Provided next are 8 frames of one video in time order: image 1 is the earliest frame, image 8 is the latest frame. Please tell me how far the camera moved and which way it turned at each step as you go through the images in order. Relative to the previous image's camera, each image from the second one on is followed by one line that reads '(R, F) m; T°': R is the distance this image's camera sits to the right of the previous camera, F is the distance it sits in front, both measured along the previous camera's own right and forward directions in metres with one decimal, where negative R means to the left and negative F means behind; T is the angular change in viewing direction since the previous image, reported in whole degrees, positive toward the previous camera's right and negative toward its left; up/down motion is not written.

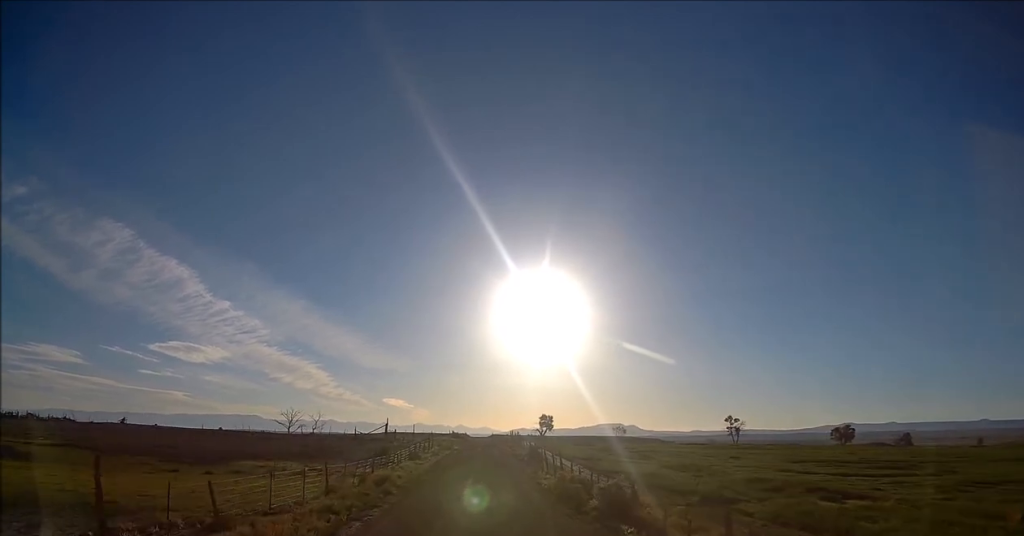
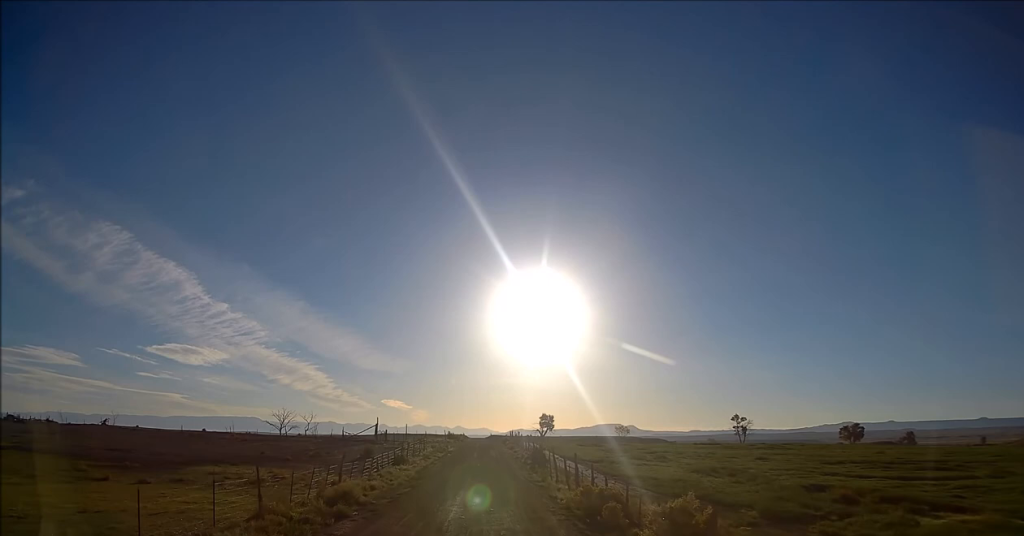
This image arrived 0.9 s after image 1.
(0.0, +7.4) m; -1°
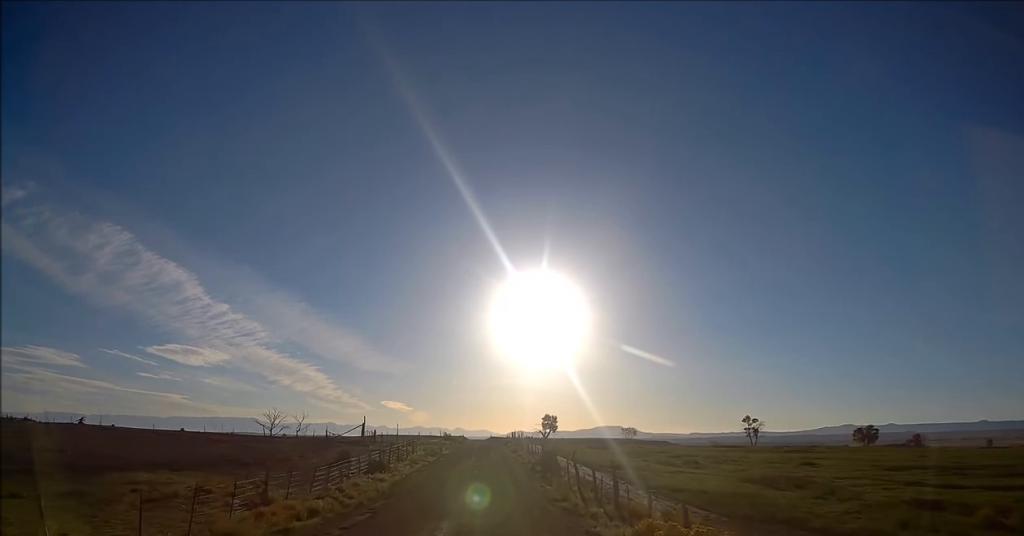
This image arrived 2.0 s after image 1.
(-0.1, +10.1) m; -1°
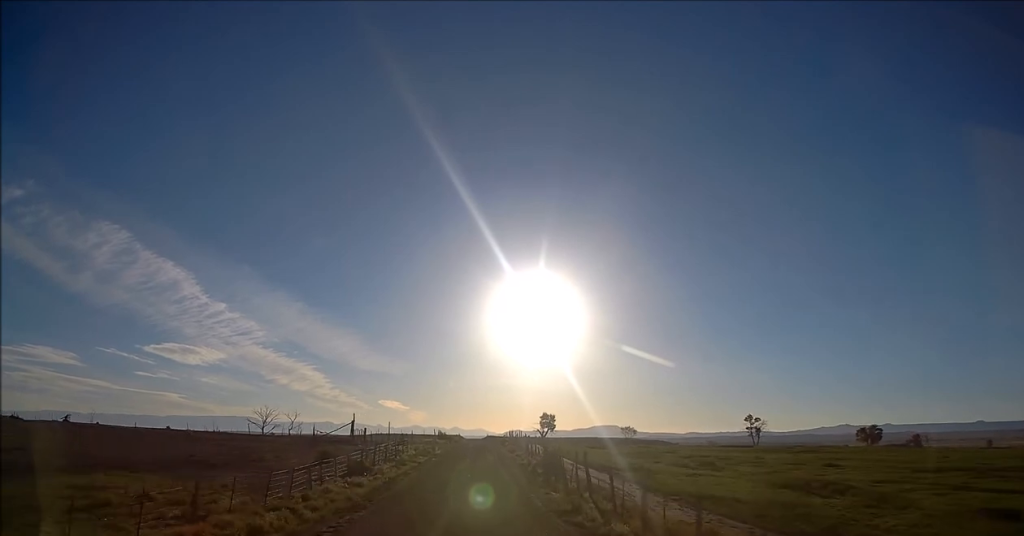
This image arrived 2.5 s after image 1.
(0.0, +4.5) m; 0°
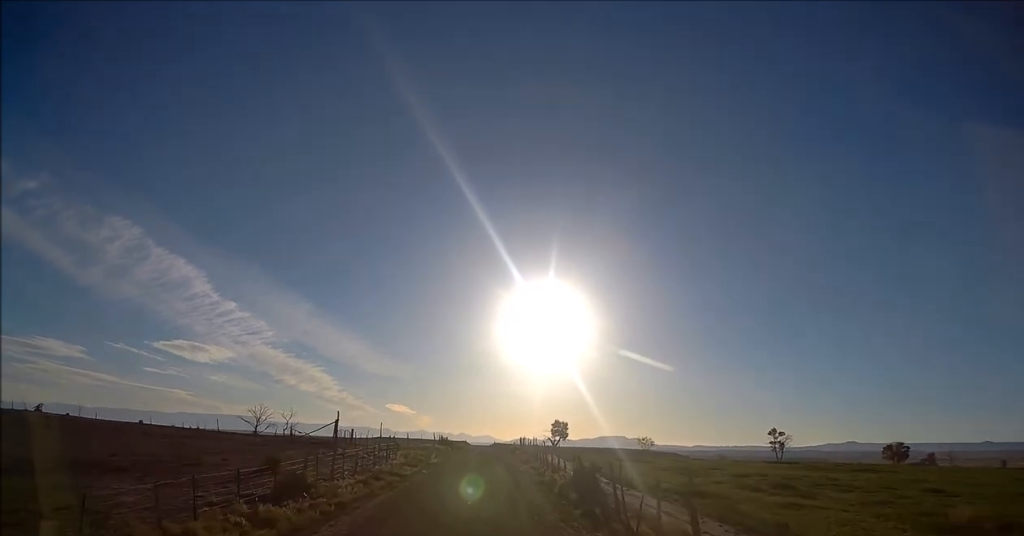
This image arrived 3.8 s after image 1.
(-0.1, +12.0) m; -1°
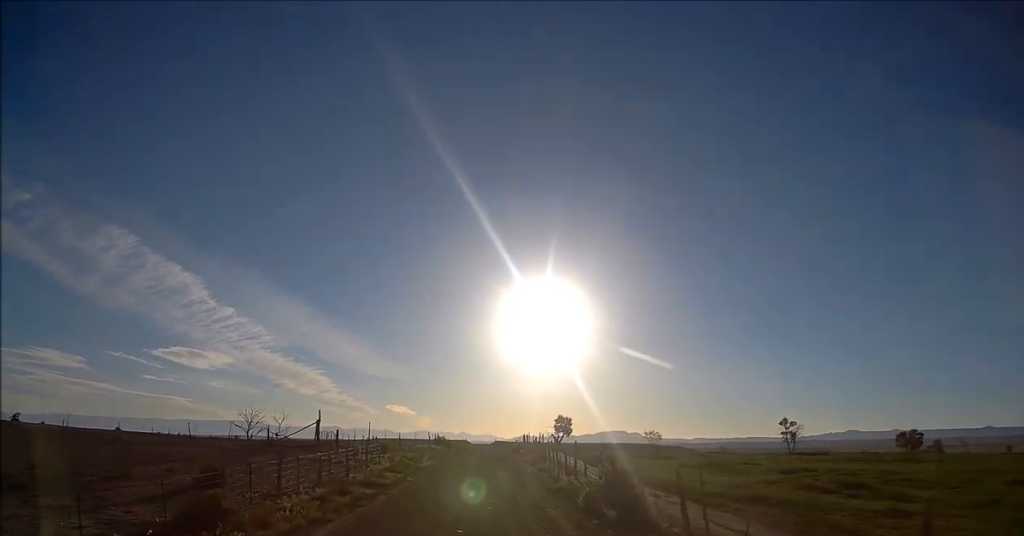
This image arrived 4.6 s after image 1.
(0.0, +6.9) m; 0°
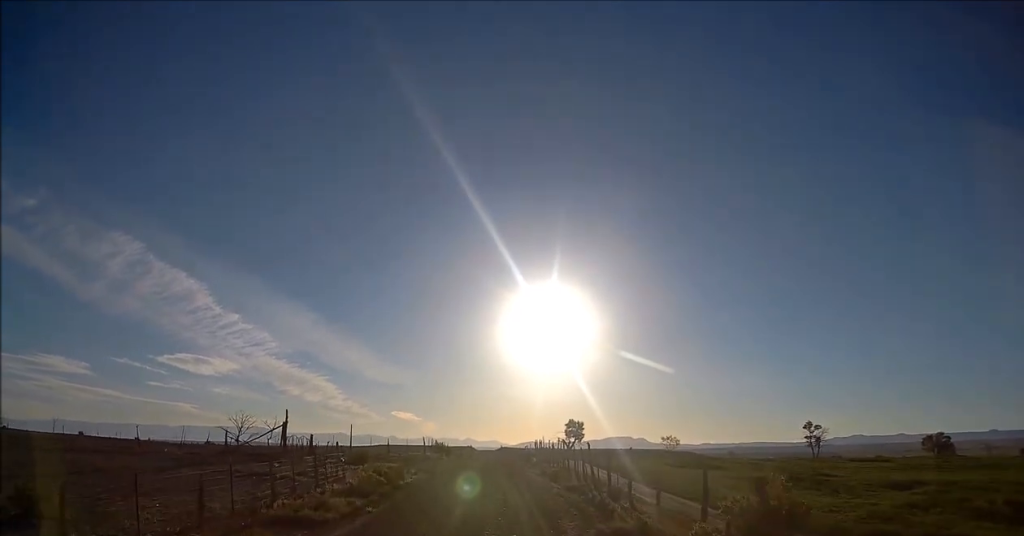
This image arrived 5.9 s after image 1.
(0.0, +11.3) m; 0°
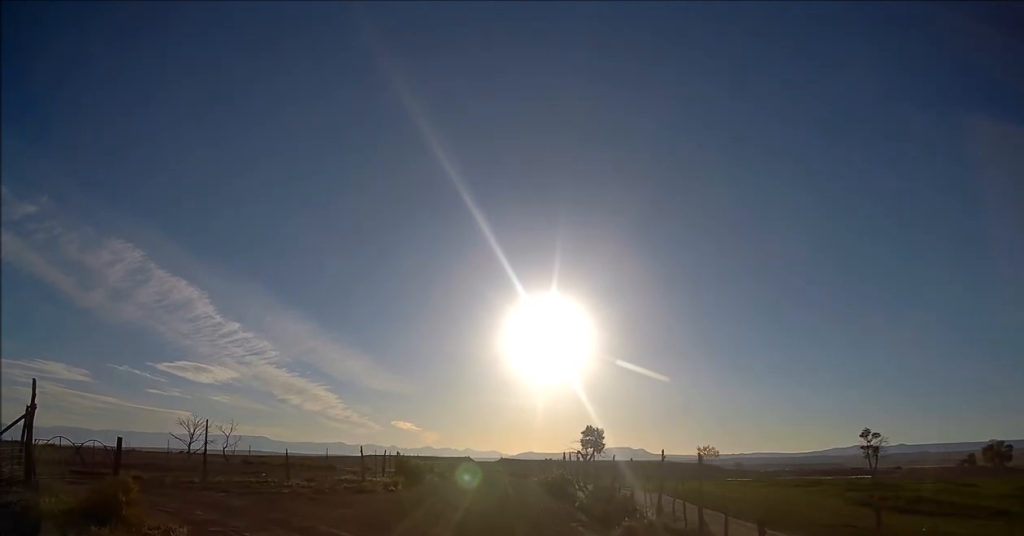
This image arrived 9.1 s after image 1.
(0.0, +29.9) m; 0°
